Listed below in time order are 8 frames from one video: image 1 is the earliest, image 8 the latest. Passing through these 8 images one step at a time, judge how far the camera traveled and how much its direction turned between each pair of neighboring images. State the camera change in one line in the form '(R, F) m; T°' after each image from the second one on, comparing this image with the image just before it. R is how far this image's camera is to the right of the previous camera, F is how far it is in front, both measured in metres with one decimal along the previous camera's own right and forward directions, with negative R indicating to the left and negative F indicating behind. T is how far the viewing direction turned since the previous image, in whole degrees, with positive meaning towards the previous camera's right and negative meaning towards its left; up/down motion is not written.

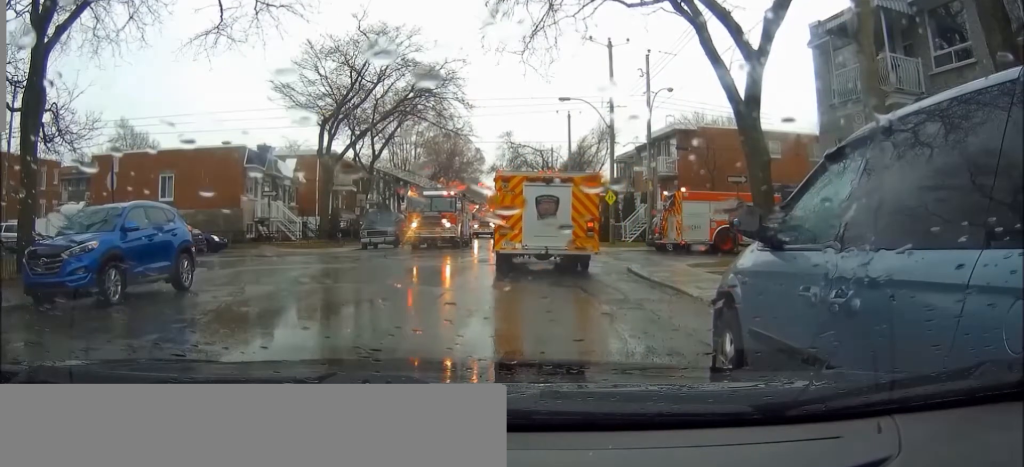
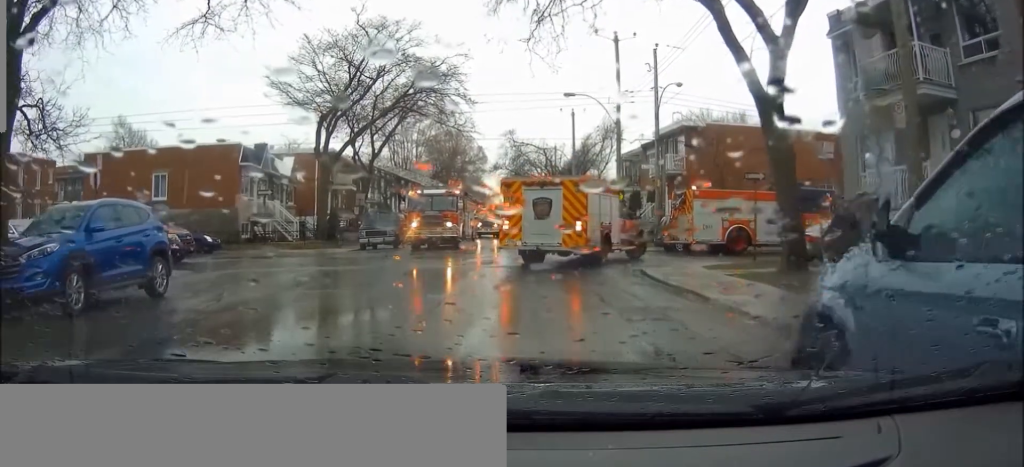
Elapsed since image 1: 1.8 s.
(-0.1, +0.1) m; 0°
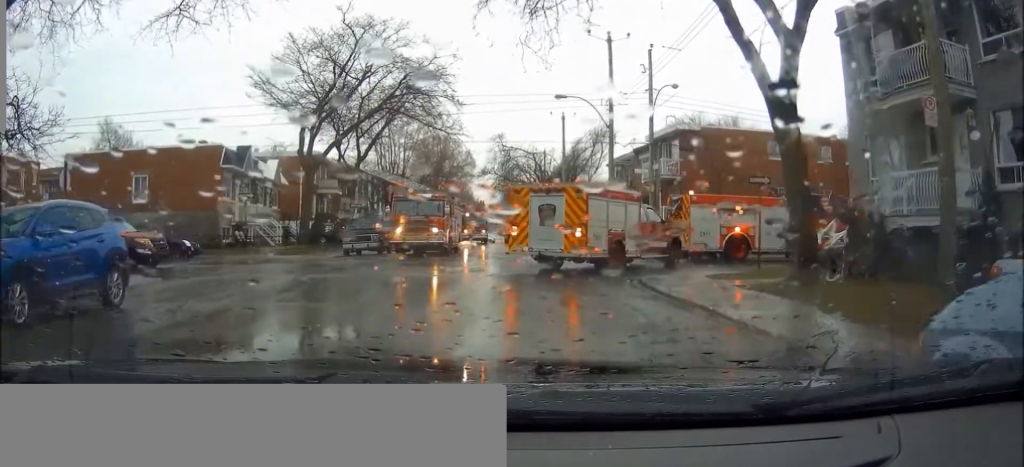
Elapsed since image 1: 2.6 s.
(-0.1, +0.4) m; 0°
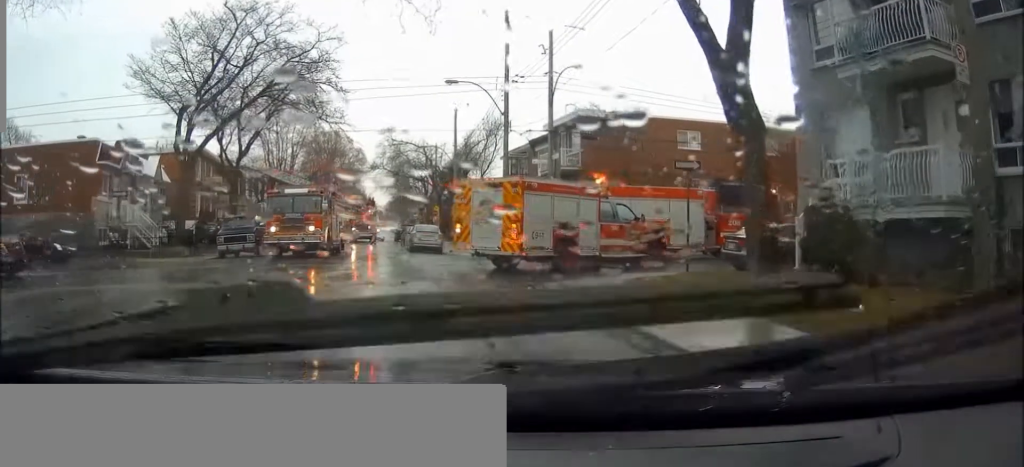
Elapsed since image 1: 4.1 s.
(-0.1, +2.2) m; +3°
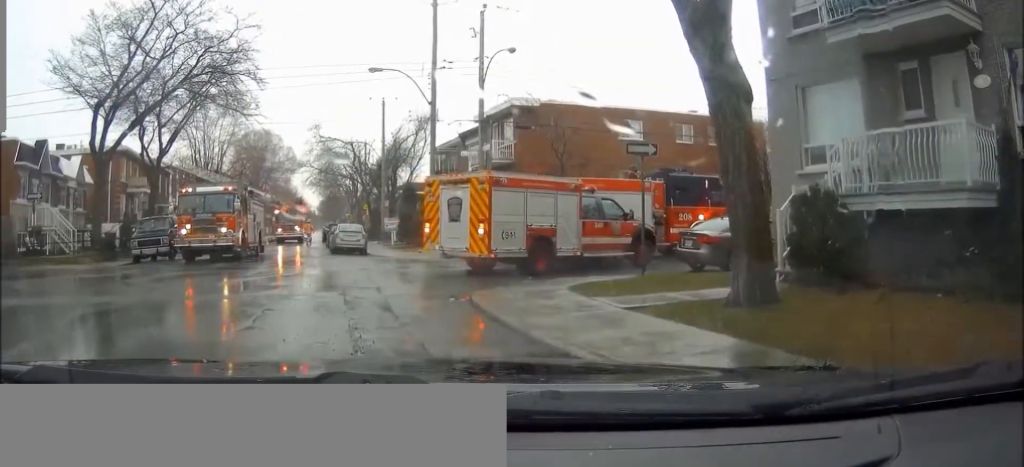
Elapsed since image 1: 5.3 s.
(+0.2, +2.3) m; +10°
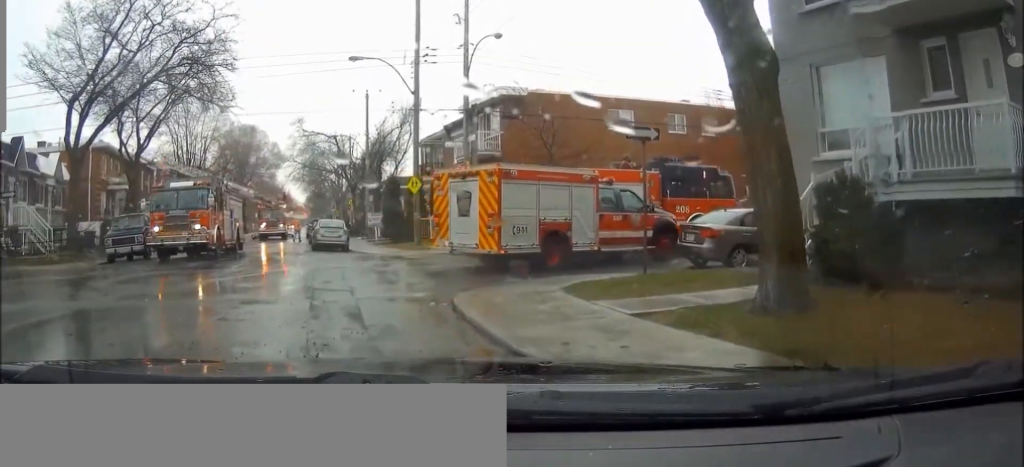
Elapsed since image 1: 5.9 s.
(+0.1, +1.4) m; +1°
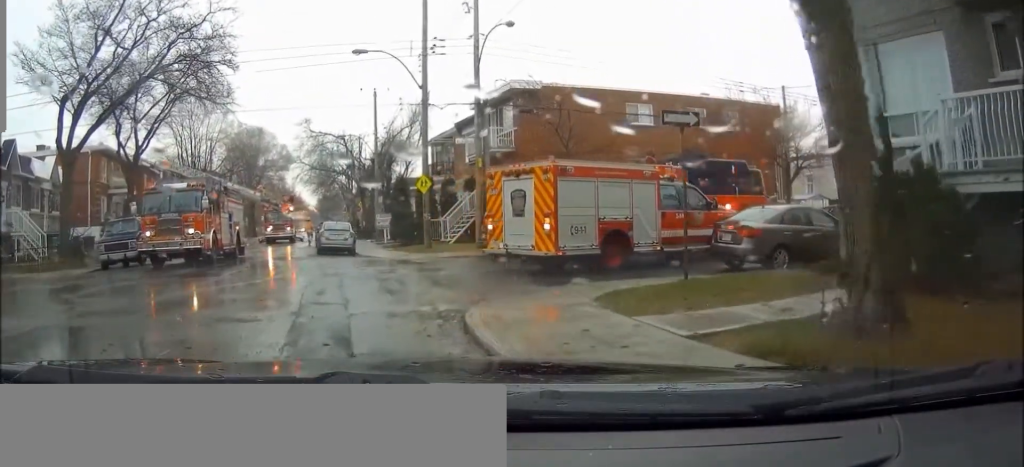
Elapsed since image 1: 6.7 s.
(0.0, +1.8) m; -3°
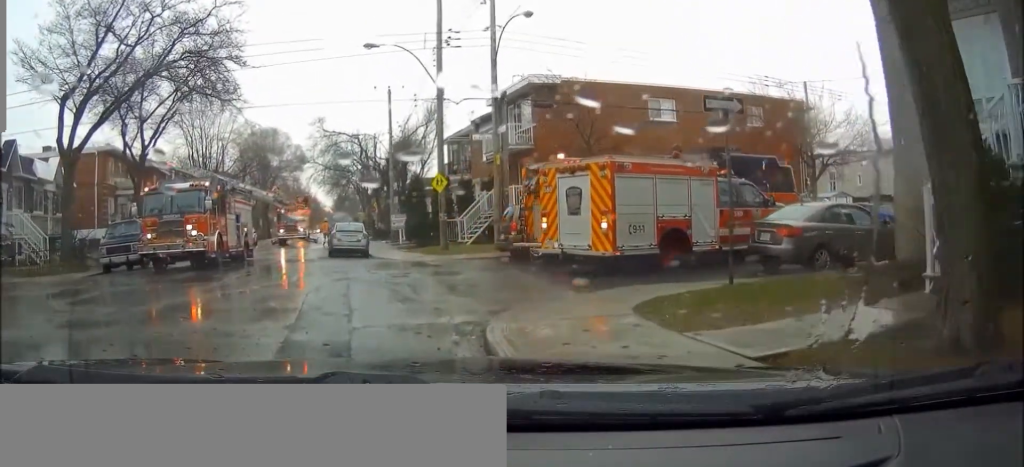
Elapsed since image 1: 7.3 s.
(0.0, +1.3) m; -6°
